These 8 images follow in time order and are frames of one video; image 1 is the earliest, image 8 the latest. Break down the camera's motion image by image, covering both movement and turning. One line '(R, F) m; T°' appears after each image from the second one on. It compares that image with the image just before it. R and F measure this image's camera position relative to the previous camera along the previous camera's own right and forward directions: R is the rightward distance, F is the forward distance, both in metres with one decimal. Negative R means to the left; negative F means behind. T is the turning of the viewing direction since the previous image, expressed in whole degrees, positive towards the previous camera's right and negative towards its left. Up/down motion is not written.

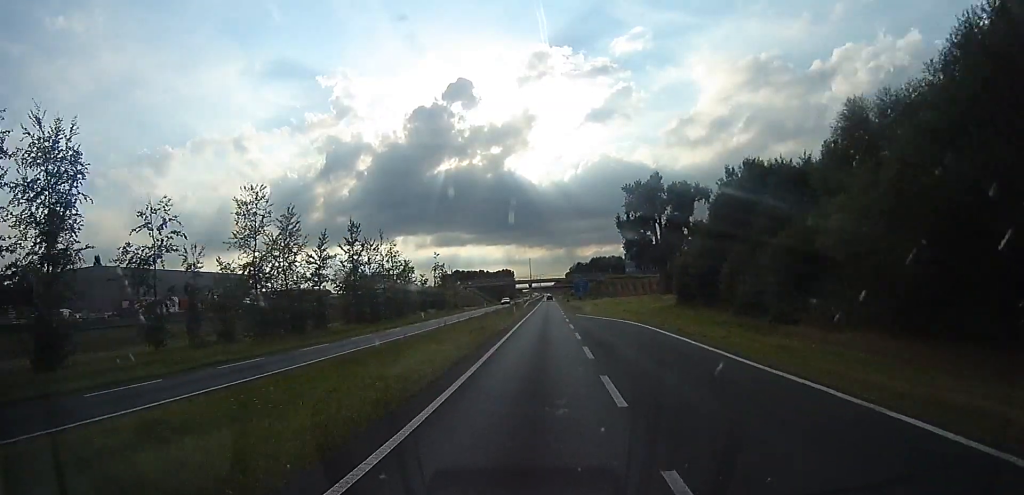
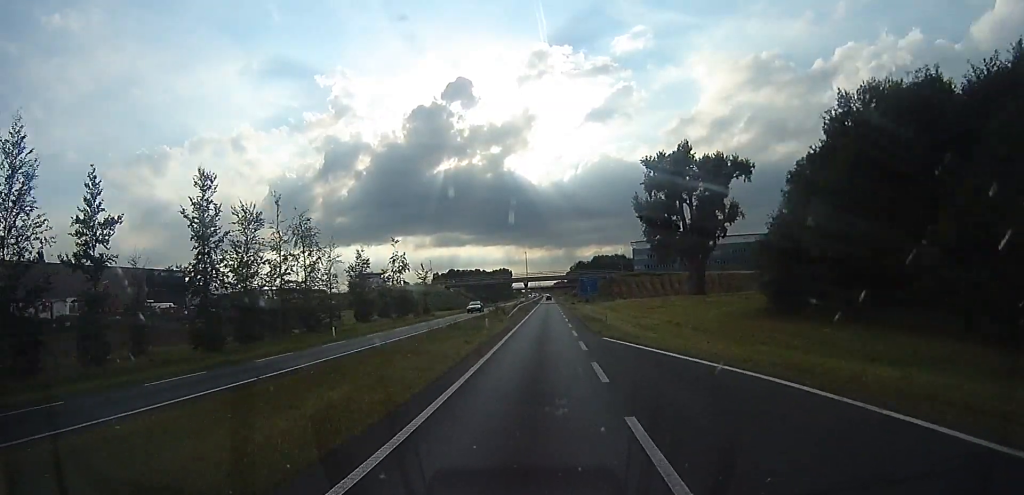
(+0.1, +21.3) m; 0°
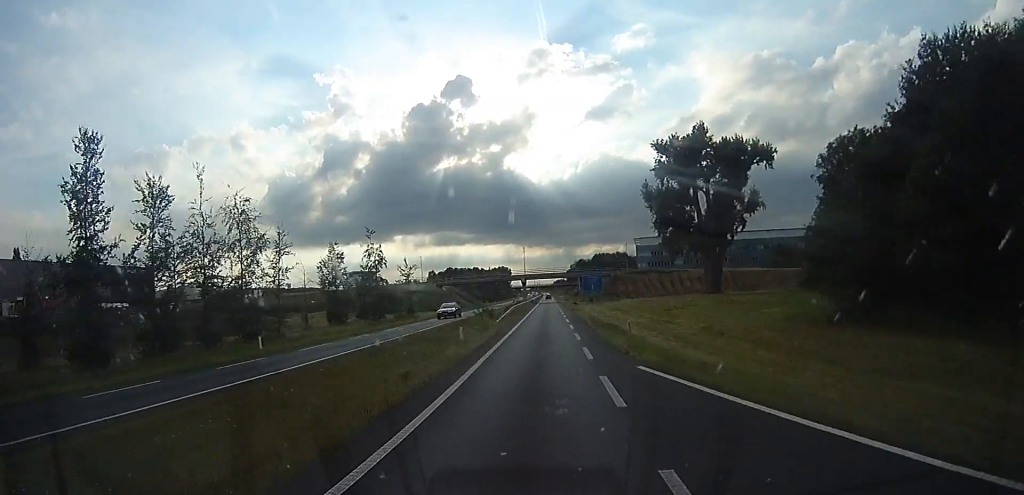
(0.0, +8.2) m; 0°
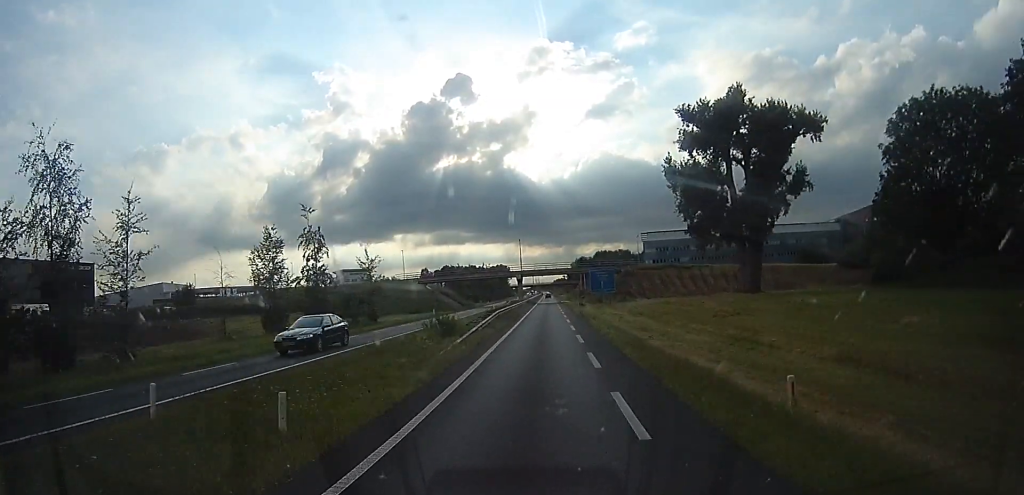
(0.0, +13.6) m; 0°
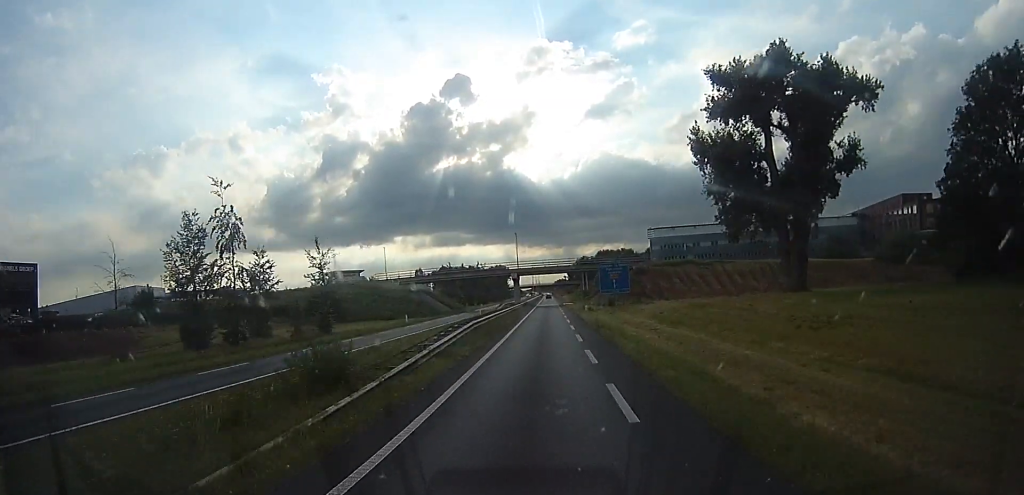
(0.0, +10.9) m; 0°
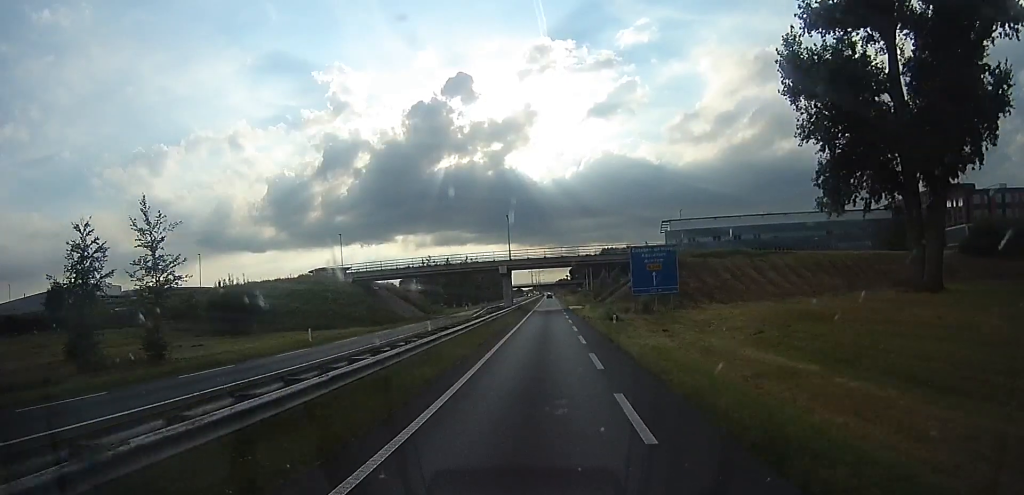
(0.0, +18.8) m; 0°
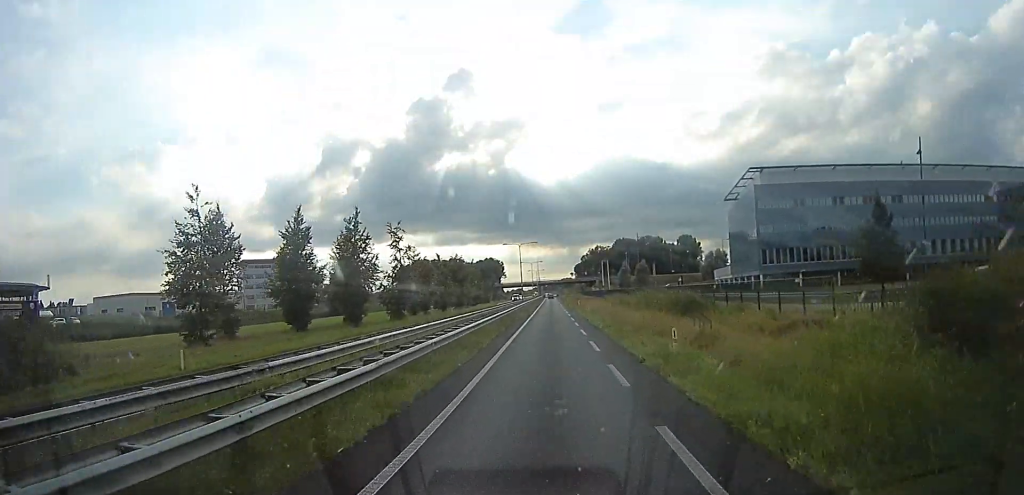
(-1.0, +62.2) m; -1°
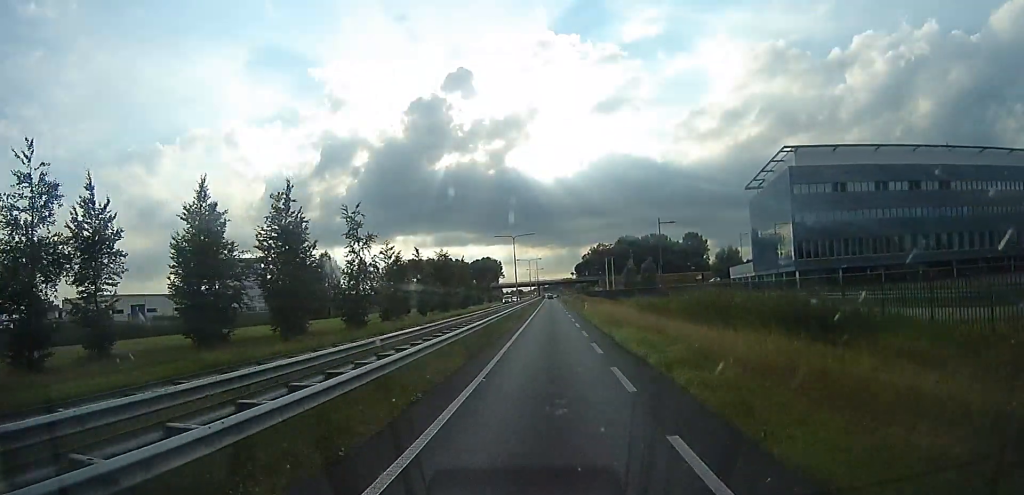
(0.0, +12.5) m; 0°
